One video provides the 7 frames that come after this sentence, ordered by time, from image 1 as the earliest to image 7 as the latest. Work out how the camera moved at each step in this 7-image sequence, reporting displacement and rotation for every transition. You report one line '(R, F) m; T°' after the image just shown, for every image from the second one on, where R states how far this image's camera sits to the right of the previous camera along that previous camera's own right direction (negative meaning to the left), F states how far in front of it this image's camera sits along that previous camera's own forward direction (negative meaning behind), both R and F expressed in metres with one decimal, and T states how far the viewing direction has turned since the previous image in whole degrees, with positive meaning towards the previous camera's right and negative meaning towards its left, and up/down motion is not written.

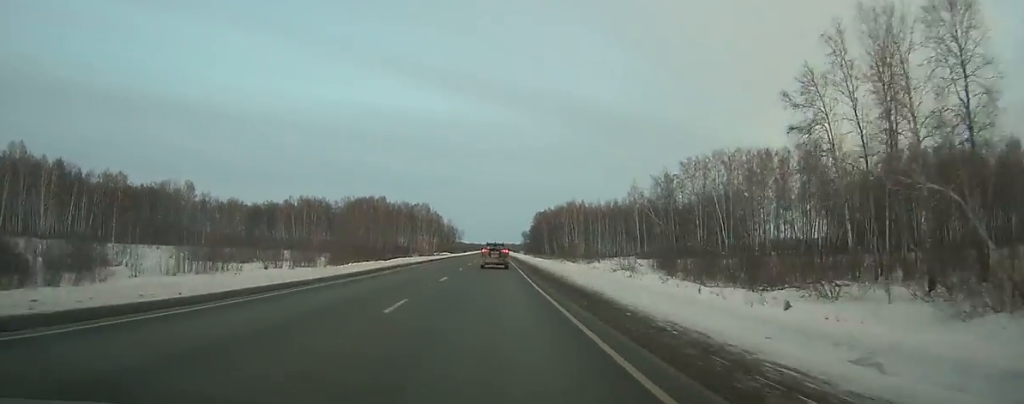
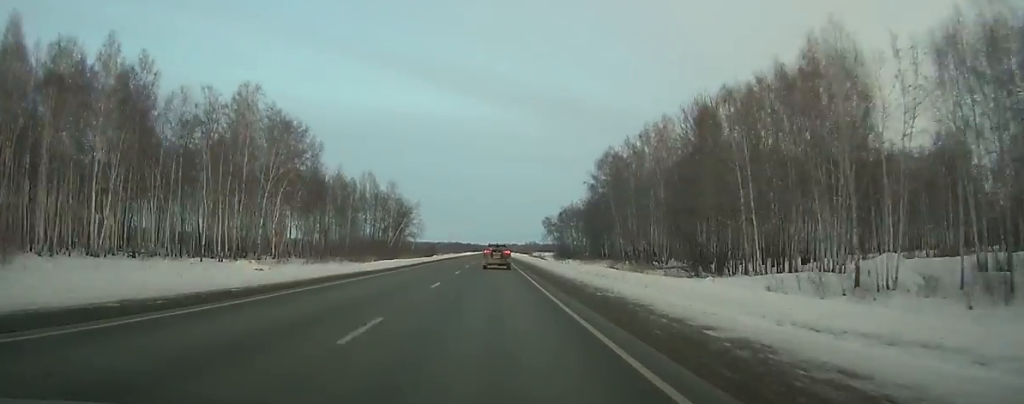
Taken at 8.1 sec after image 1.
(-0.2, +218.9) m; 0°
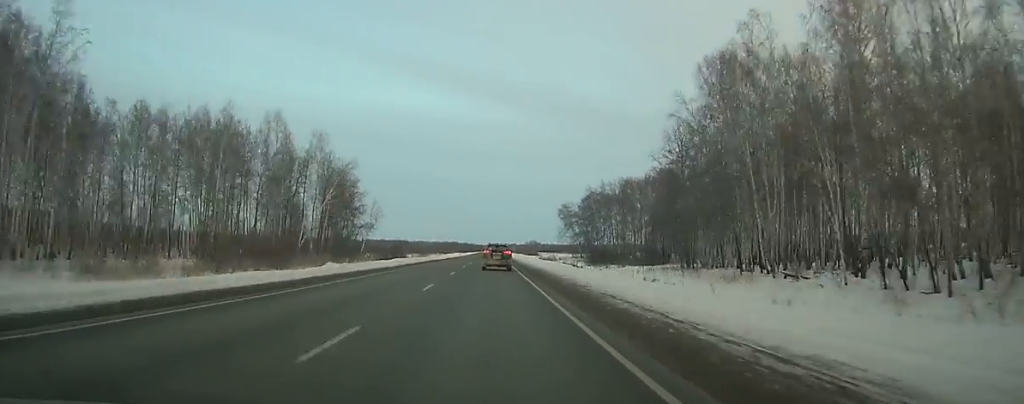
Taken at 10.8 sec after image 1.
(-0.1, +72.1) m; 0°
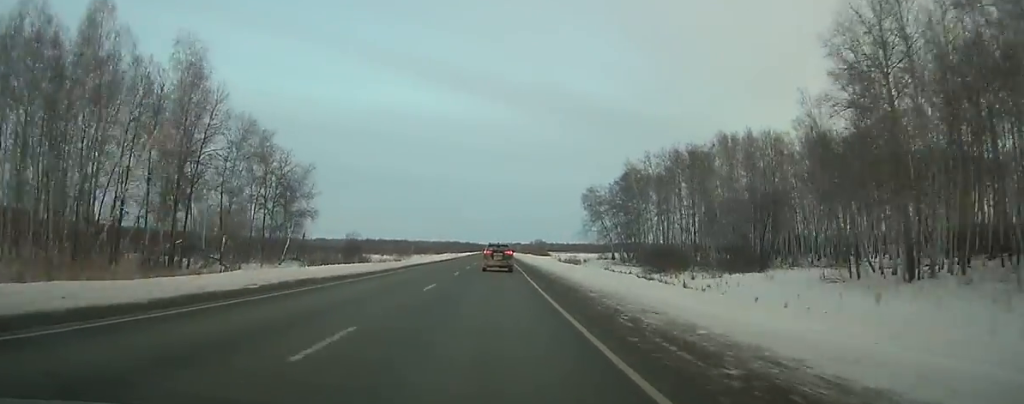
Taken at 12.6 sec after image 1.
(-0.1, +47.6) m; 0°
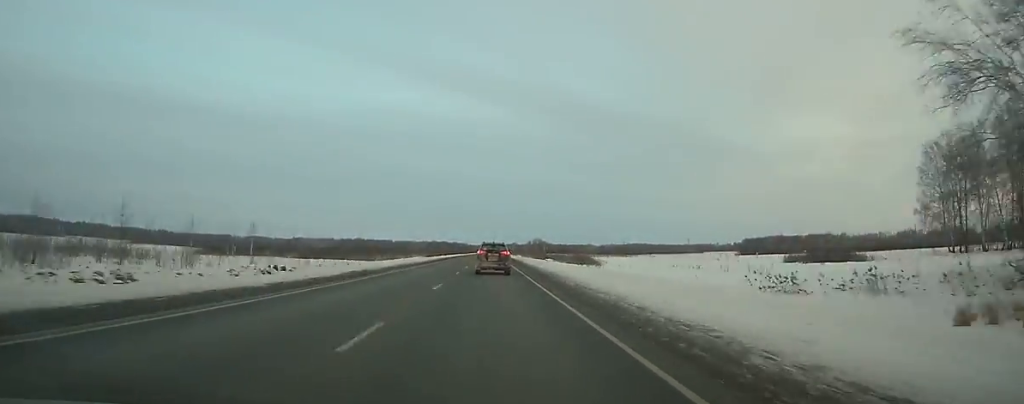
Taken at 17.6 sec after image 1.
(+0.8, +130.6) m; +1°
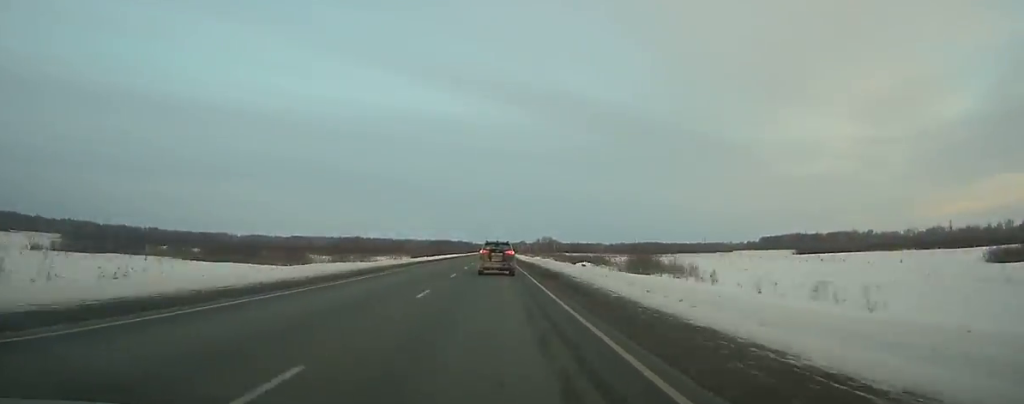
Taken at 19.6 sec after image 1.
(+0.2, +51.7) m; 0°
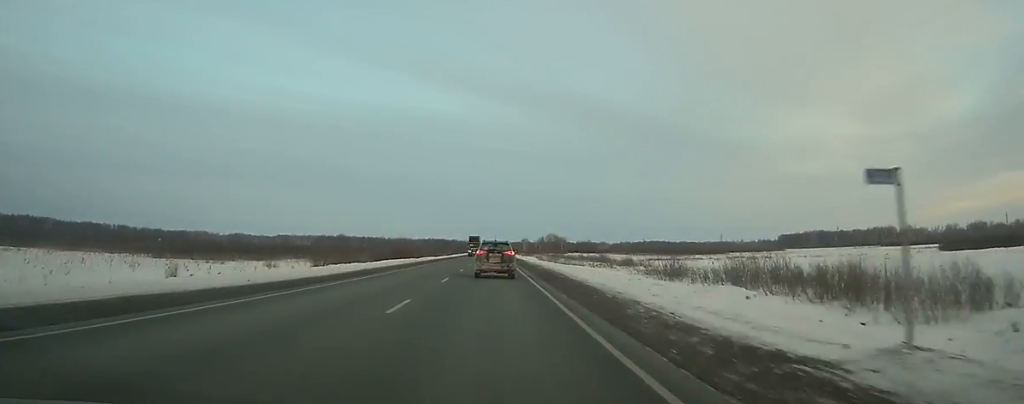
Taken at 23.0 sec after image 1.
(+0.1, +86.9) m; 0°
